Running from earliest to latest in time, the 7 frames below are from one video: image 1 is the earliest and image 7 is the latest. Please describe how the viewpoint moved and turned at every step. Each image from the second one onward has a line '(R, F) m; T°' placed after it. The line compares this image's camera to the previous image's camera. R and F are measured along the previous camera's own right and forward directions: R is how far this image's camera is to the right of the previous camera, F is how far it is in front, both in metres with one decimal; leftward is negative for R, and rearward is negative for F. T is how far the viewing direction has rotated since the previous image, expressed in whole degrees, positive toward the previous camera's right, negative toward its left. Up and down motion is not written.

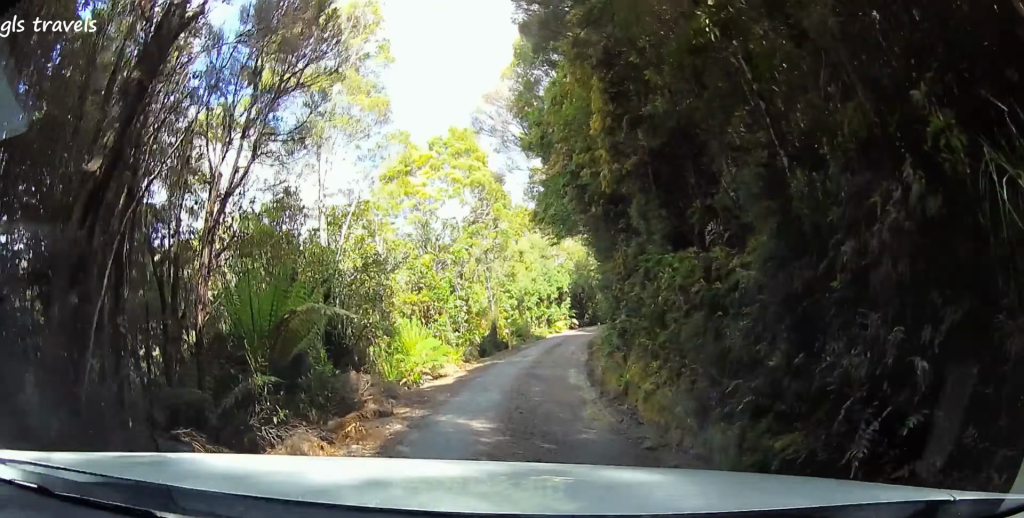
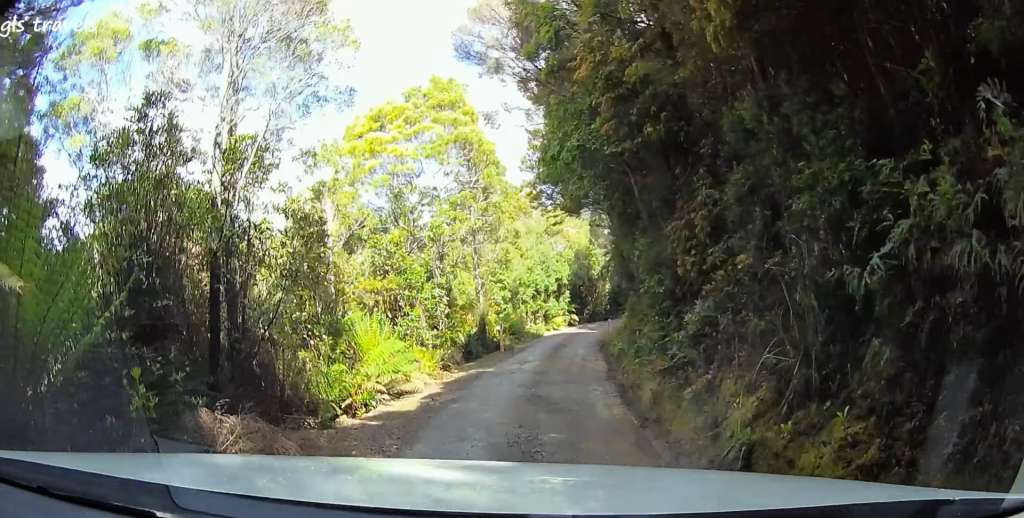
(+1.1, +4.6) m; +3°
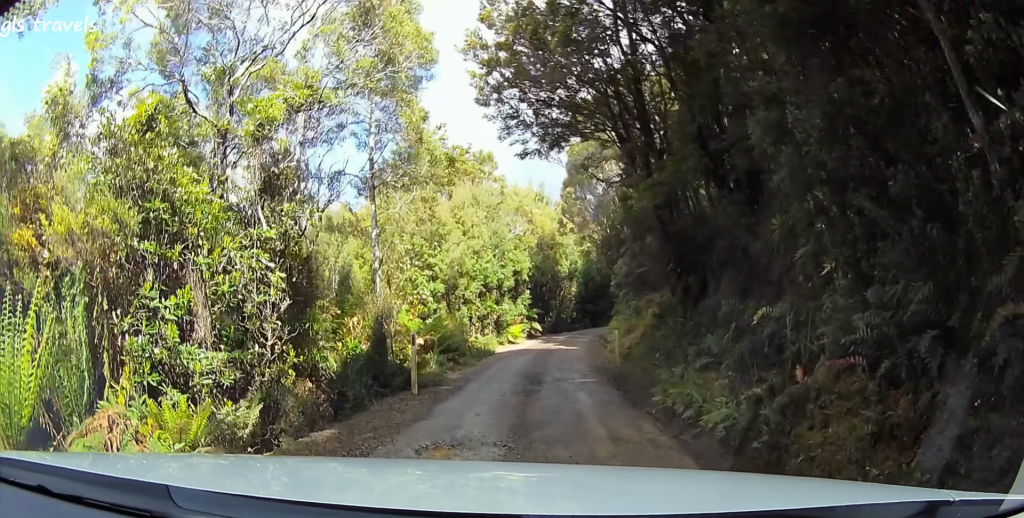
(-1.9, +9.9) m; -6°
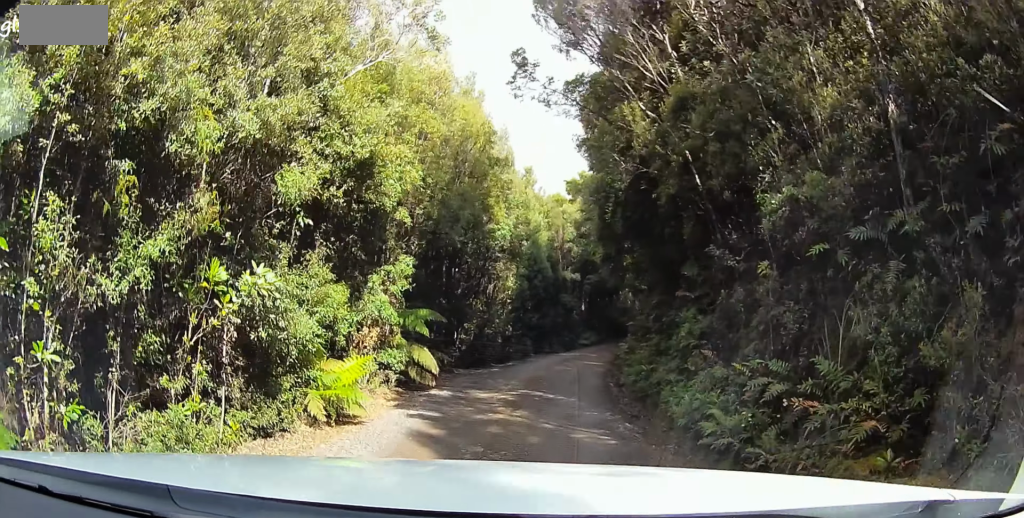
(+3.5, +17.6) m; +17°
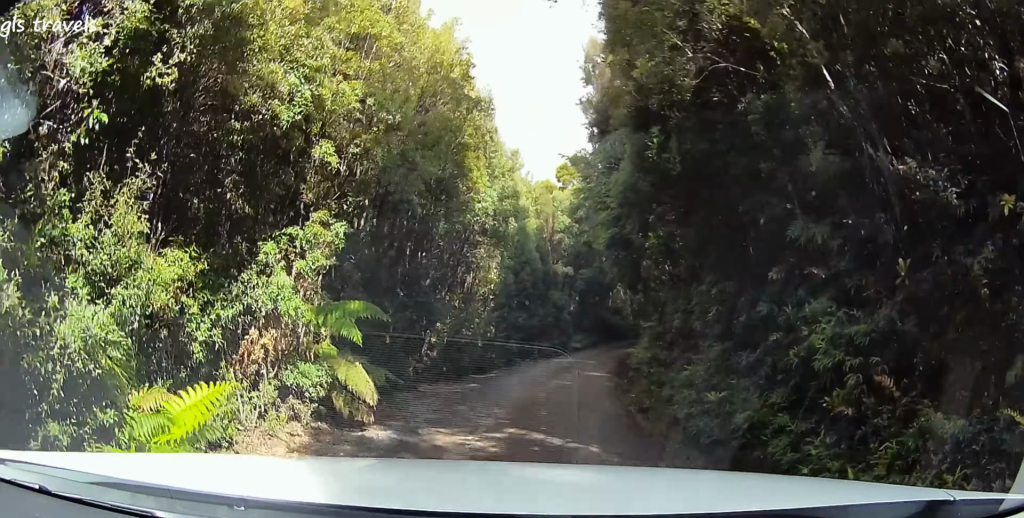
(+0.2, +3.6) m; +8°
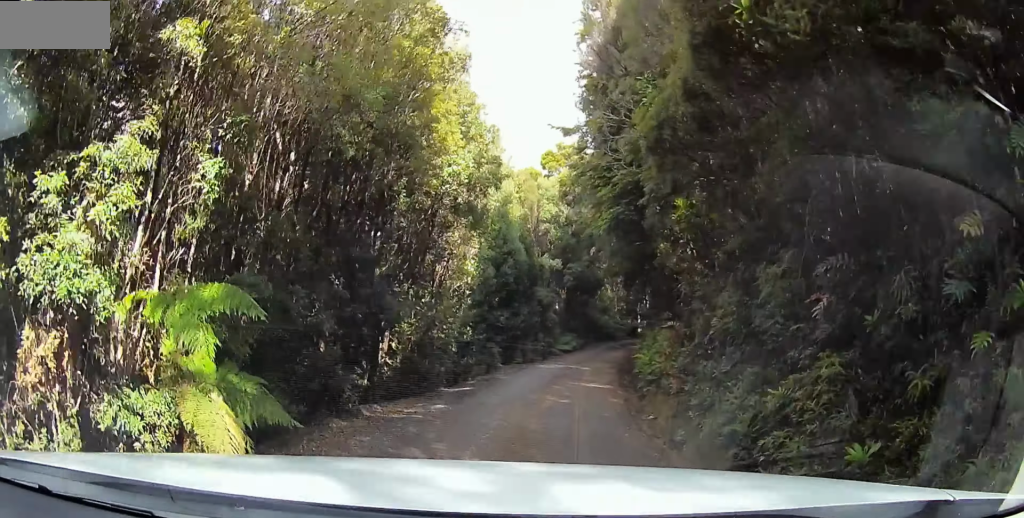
(+1.2, +2.8) m; +6°
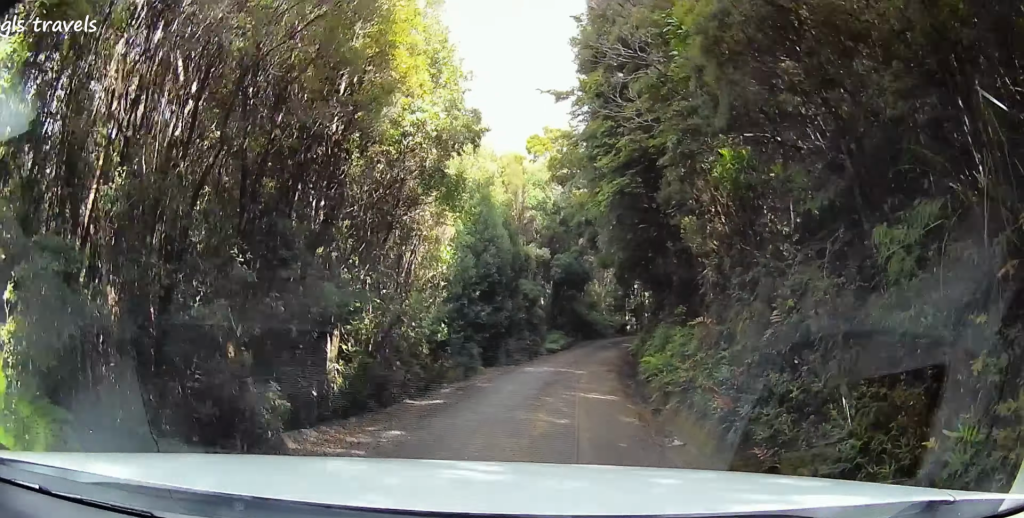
(+0.1, +2.5) m; 0°
